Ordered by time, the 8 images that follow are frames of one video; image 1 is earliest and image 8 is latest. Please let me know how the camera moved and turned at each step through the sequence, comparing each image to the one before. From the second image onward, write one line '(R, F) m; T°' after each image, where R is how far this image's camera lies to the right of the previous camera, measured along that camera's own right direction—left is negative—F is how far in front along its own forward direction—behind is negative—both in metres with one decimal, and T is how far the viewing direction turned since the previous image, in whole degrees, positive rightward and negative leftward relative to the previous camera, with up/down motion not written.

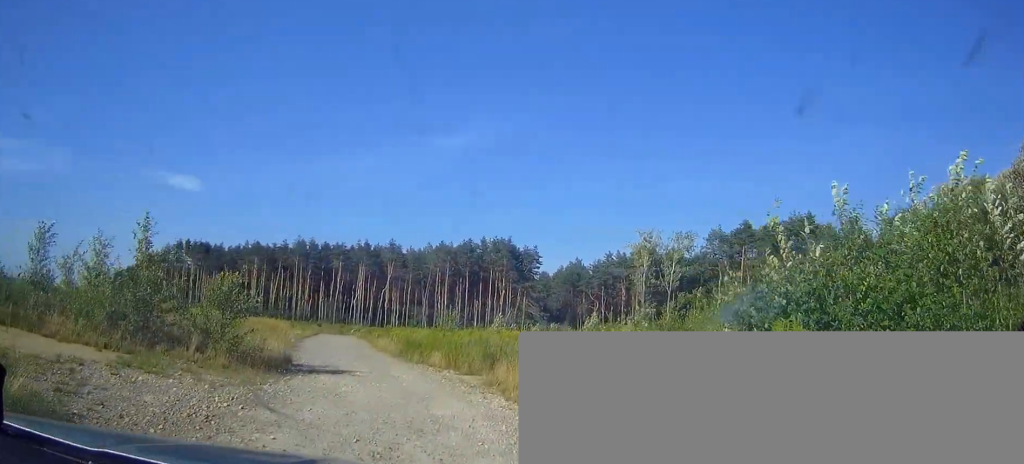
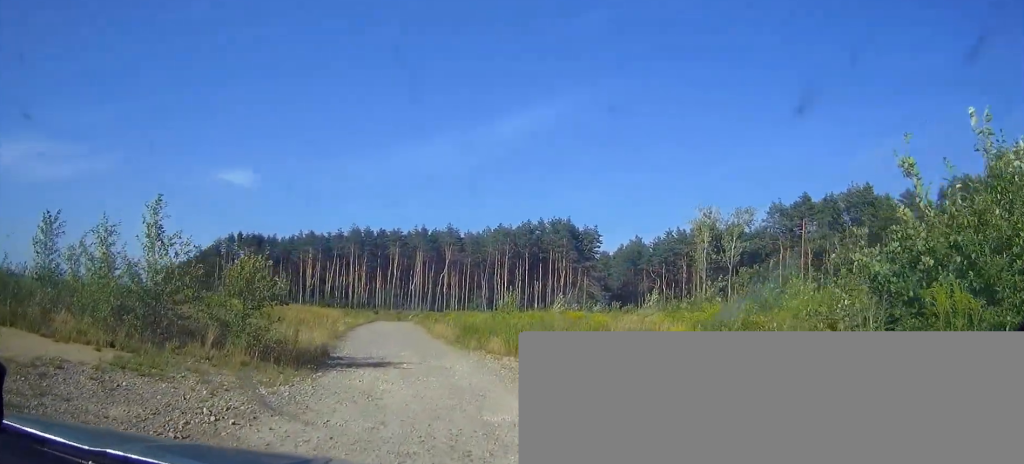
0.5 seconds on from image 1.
(-0.2, +2.8) m; -3°
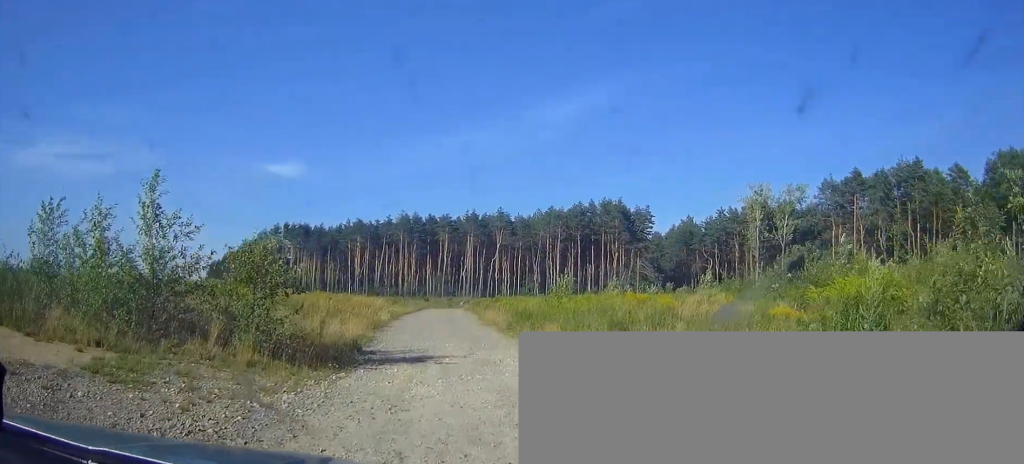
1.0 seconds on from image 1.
(0.0, +2.7) m; 0°
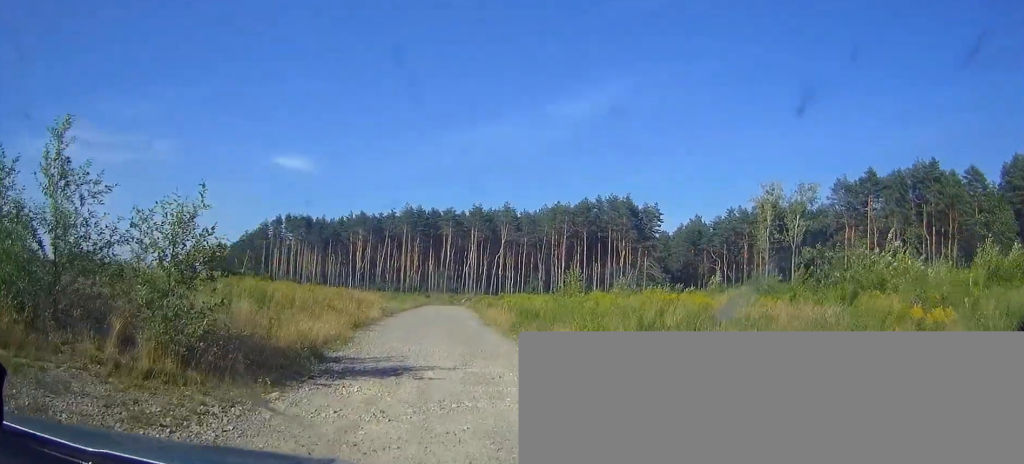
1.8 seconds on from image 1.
(0.0, +3.9) m; 0°
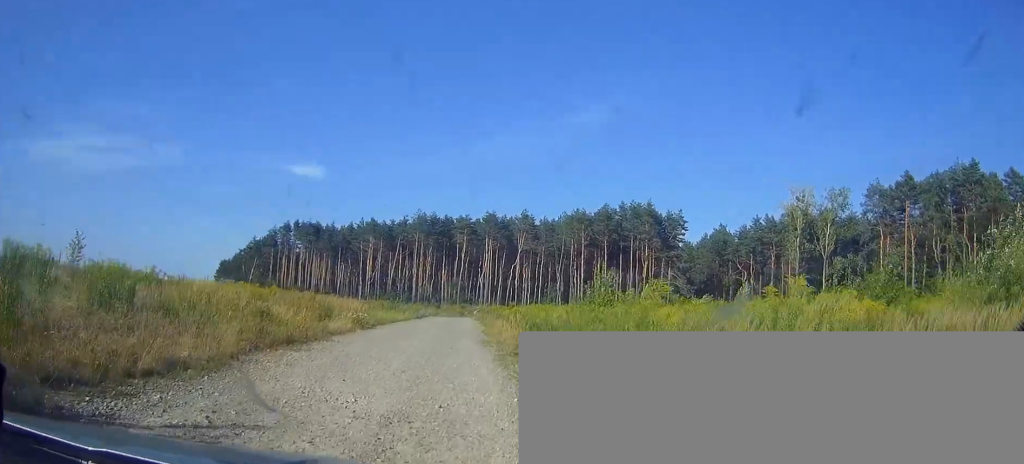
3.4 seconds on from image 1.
(-0.1, +8.1) m; -3°
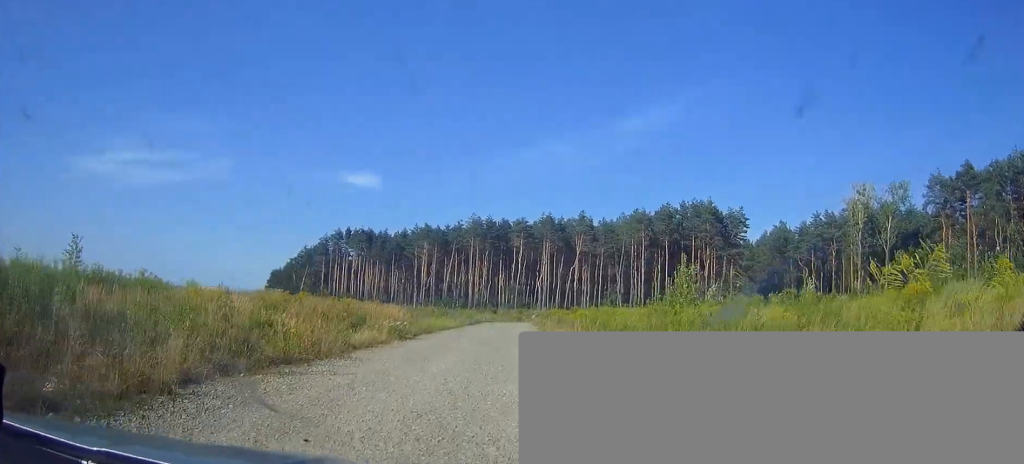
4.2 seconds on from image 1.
(0.0, +4.0) m; -5°
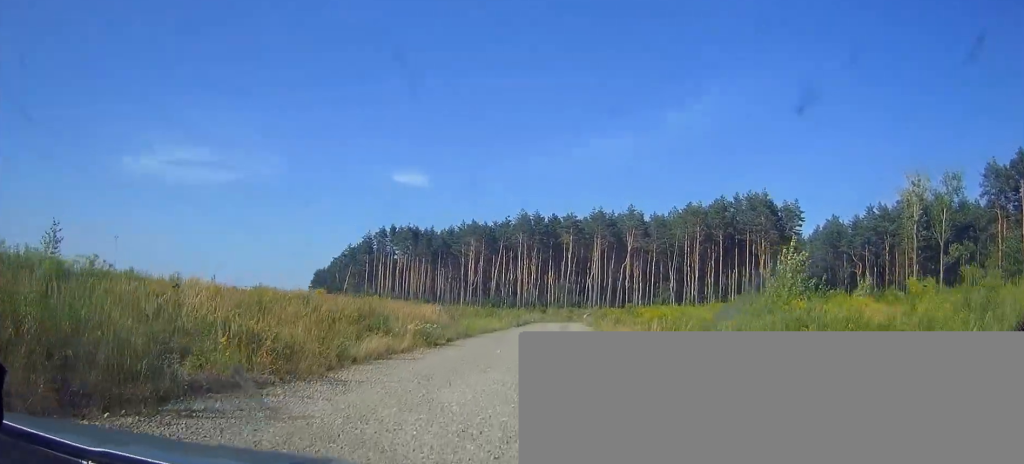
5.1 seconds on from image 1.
(-0.4, +4.8) m; -2°
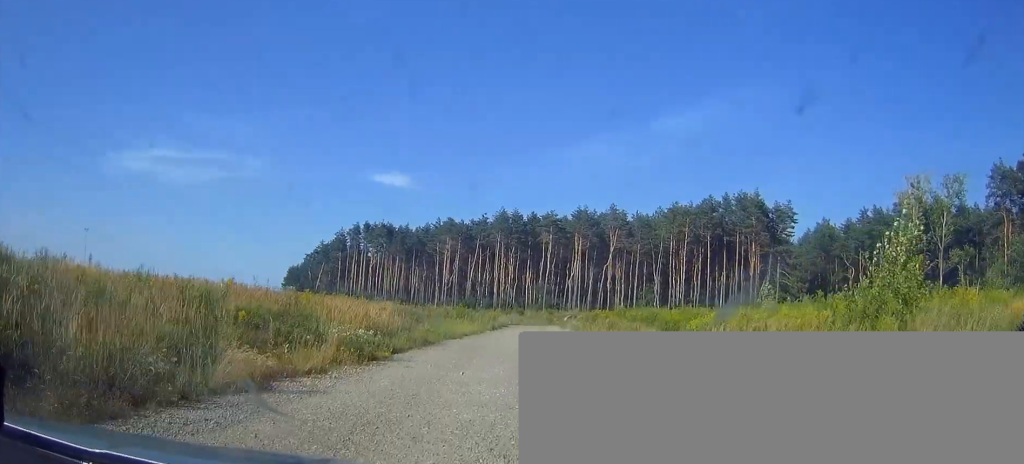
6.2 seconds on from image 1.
(+0.2, +6.6) m; +4°
